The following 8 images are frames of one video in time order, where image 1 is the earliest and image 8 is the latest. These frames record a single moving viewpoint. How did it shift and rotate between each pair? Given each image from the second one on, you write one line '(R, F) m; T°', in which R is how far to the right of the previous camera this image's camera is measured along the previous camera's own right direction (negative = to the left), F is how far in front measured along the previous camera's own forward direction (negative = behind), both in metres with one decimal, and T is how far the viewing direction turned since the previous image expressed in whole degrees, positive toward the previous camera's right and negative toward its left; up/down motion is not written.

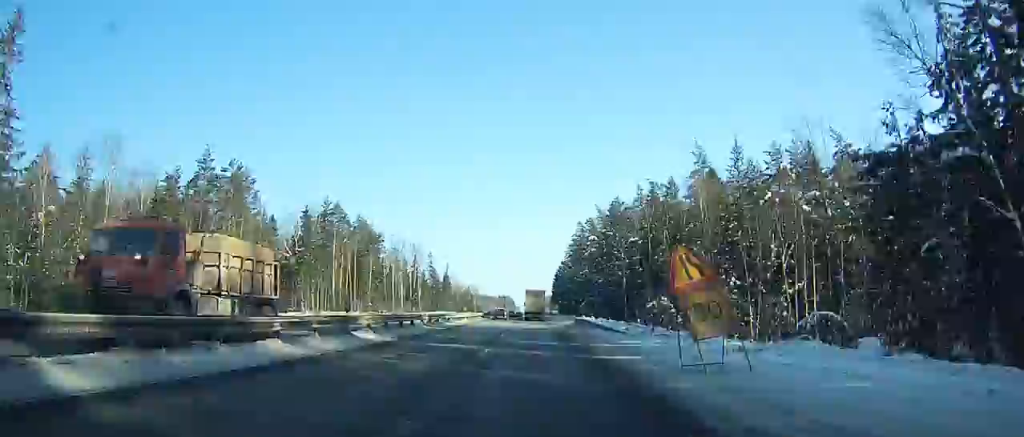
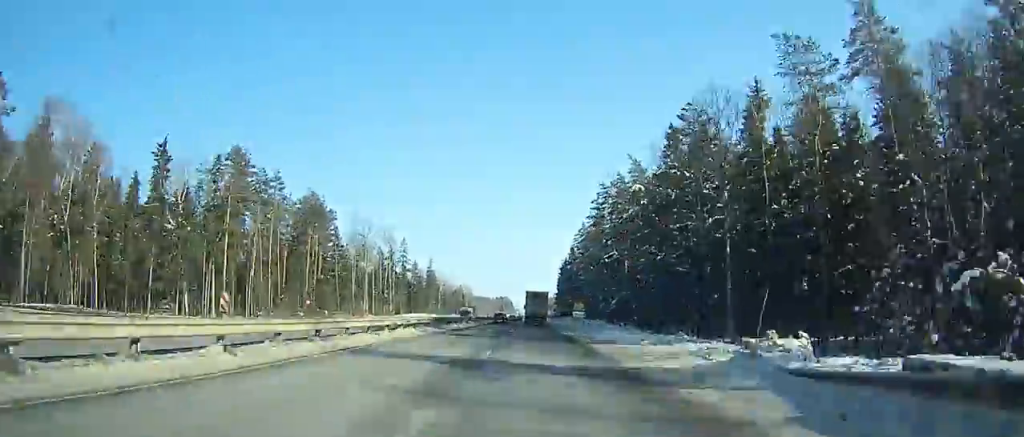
(+1.2, +52.2) m; +1°
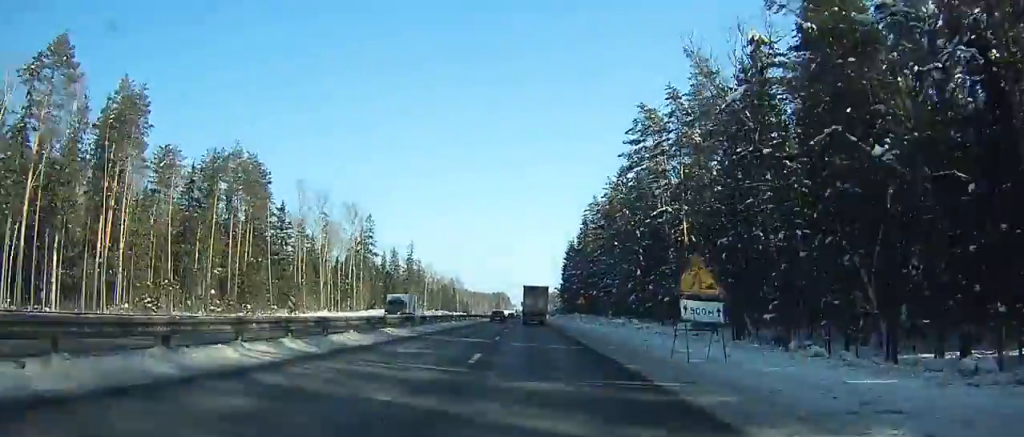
(-0.5, +40.0) m; 0°
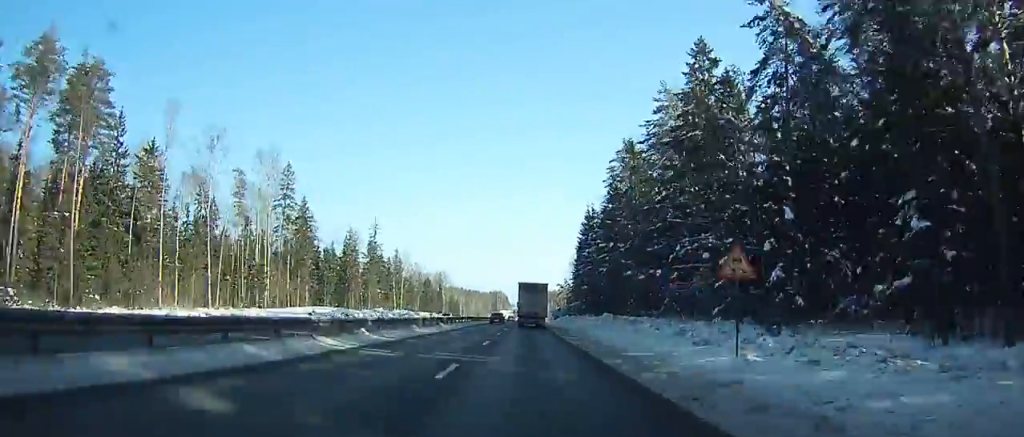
(-0.4, +56.2) m; 0°
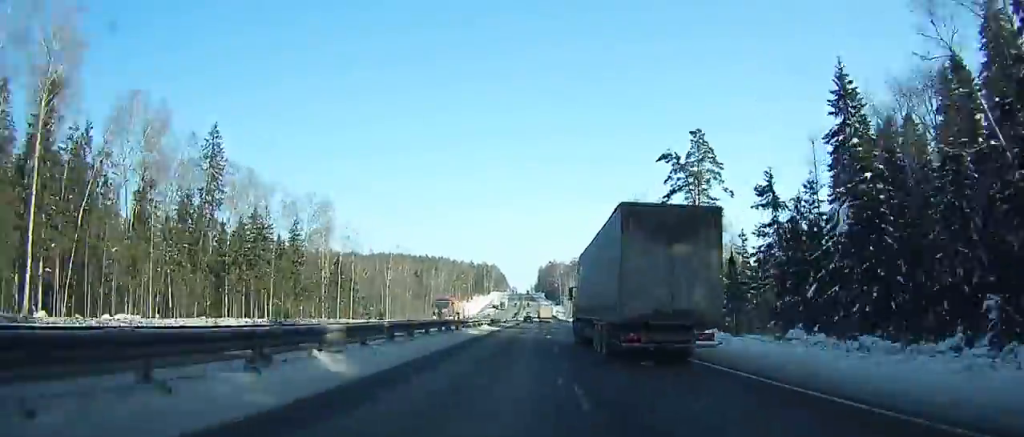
(+0.3, +267.5) m; 0°
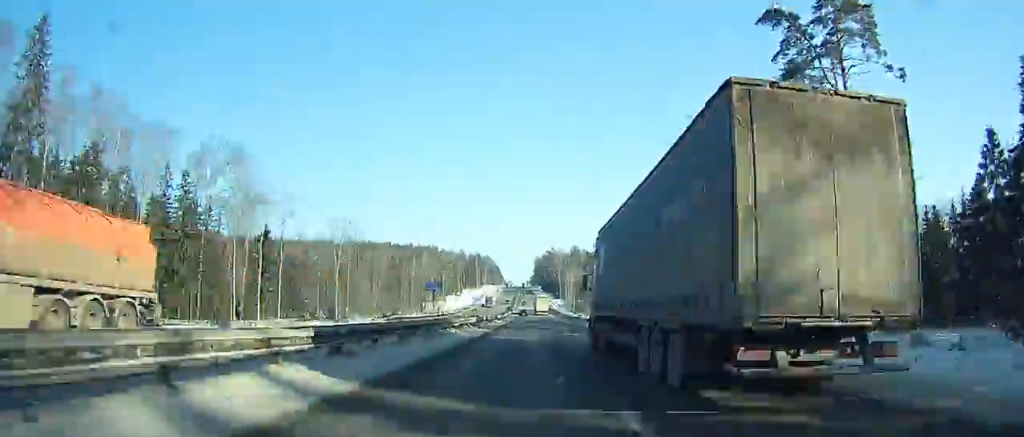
(0.0, +38.7) m; 0°
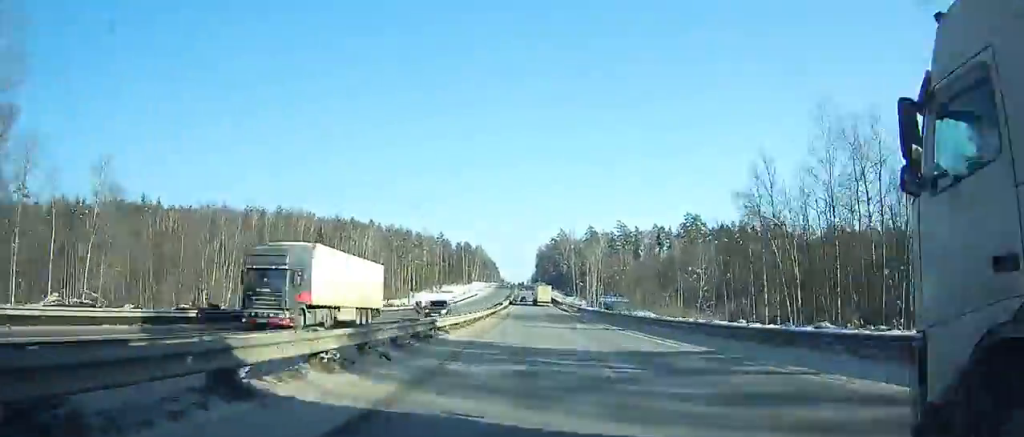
(0.0, +88.4) m; 0°
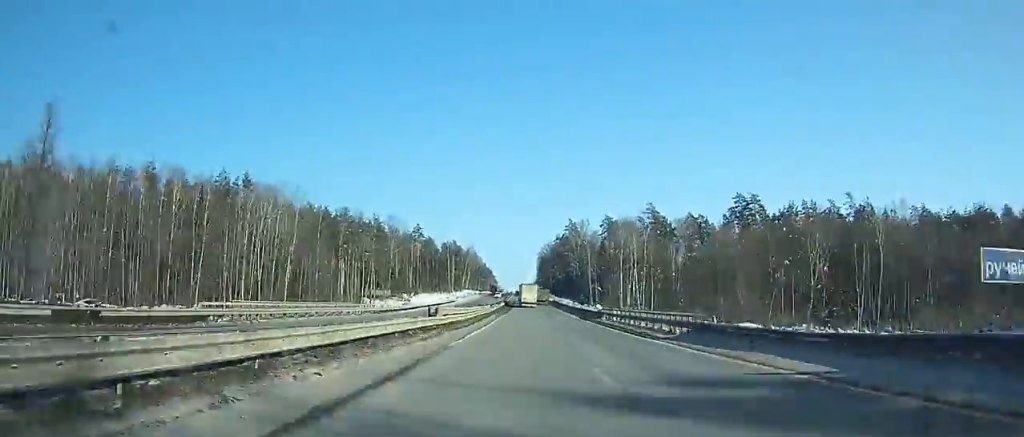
(0.0, +60.5) m; 0°
